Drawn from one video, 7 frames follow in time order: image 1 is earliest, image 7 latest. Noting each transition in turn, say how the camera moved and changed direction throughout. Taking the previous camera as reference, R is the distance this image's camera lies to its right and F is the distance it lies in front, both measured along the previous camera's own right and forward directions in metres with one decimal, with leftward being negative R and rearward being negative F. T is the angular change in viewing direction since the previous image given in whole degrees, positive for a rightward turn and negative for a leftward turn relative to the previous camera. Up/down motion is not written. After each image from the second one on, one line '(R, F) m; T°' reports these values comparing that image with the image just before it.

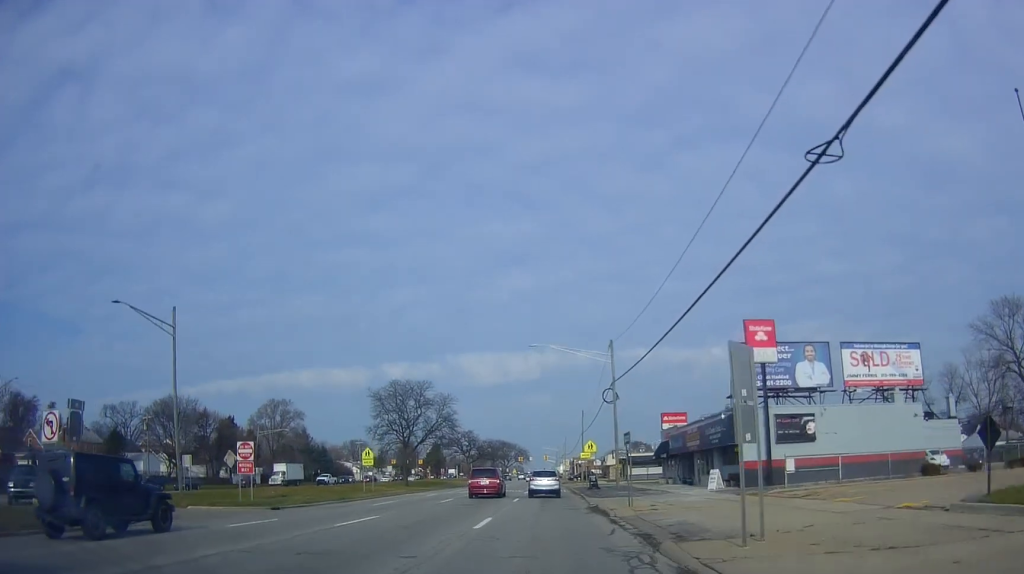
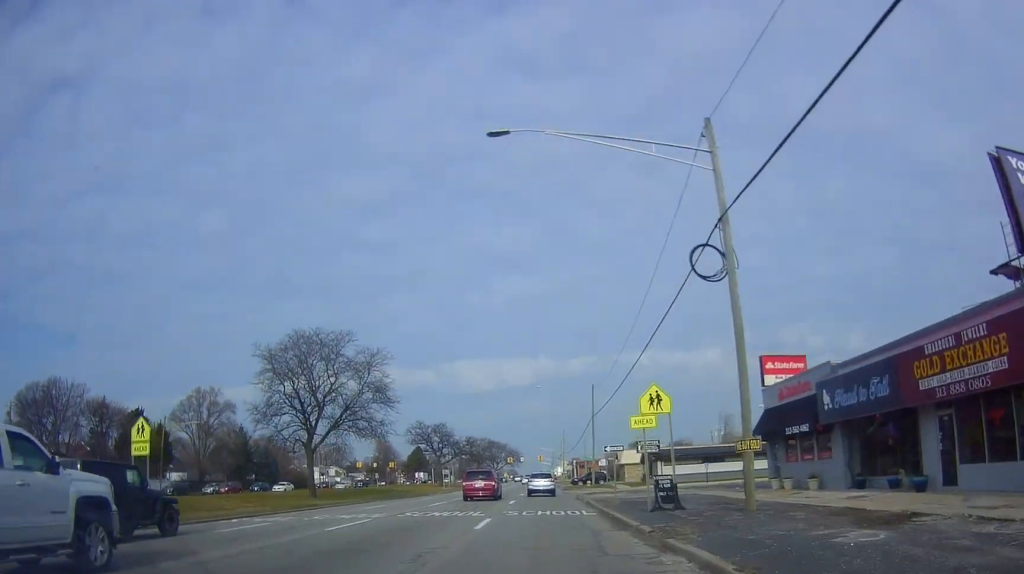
(0.0, +30.5) m; +1°
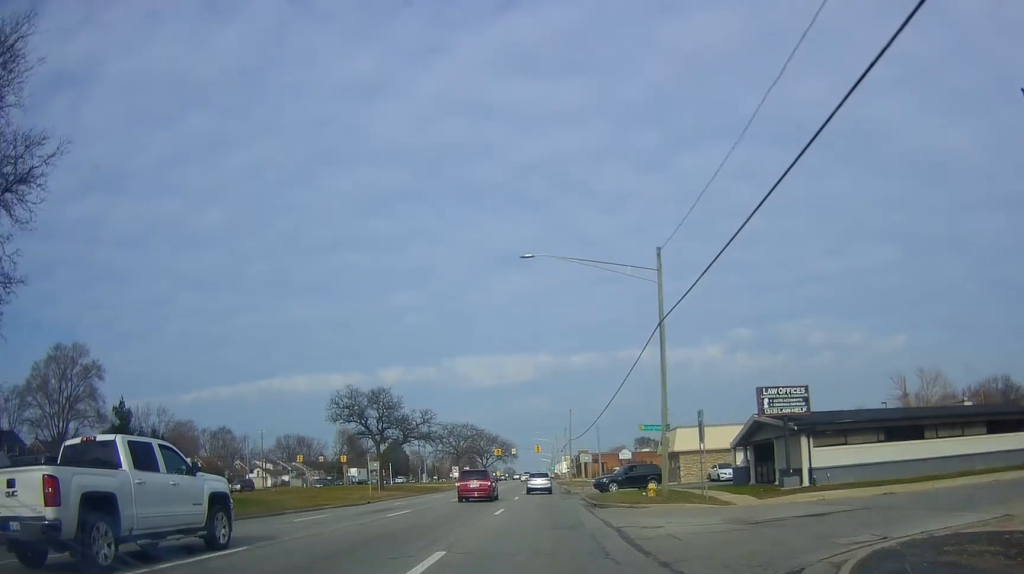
(+0.2, +39.1) m; -1°
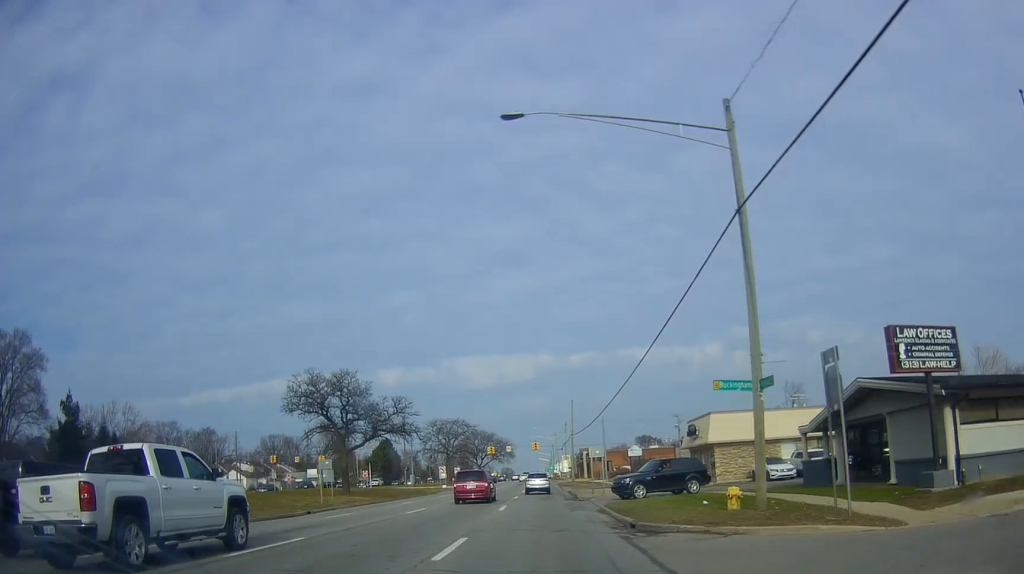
(-0.4, +12.1) m; 0°
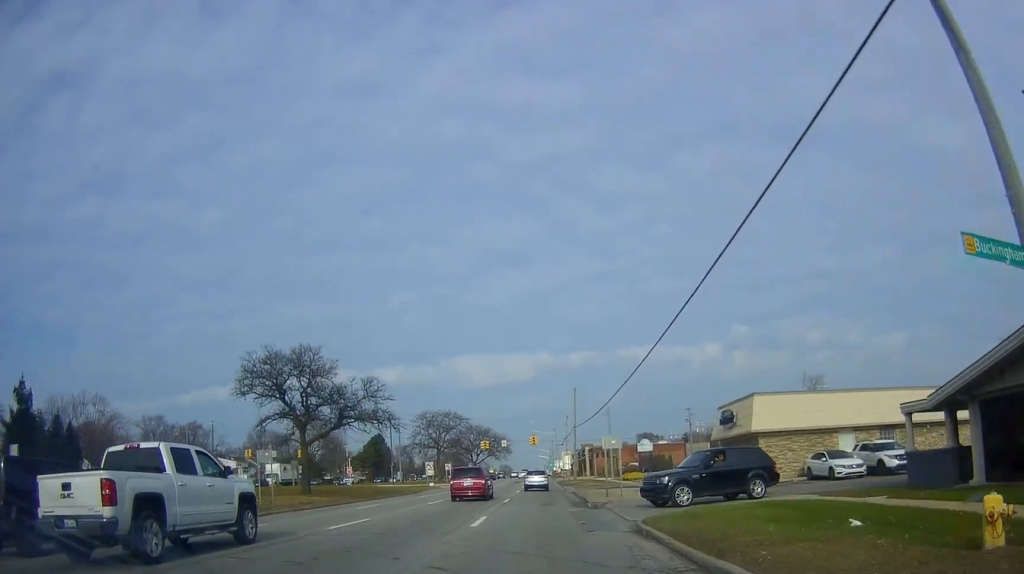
(-0.3, +9.6) m; 0°
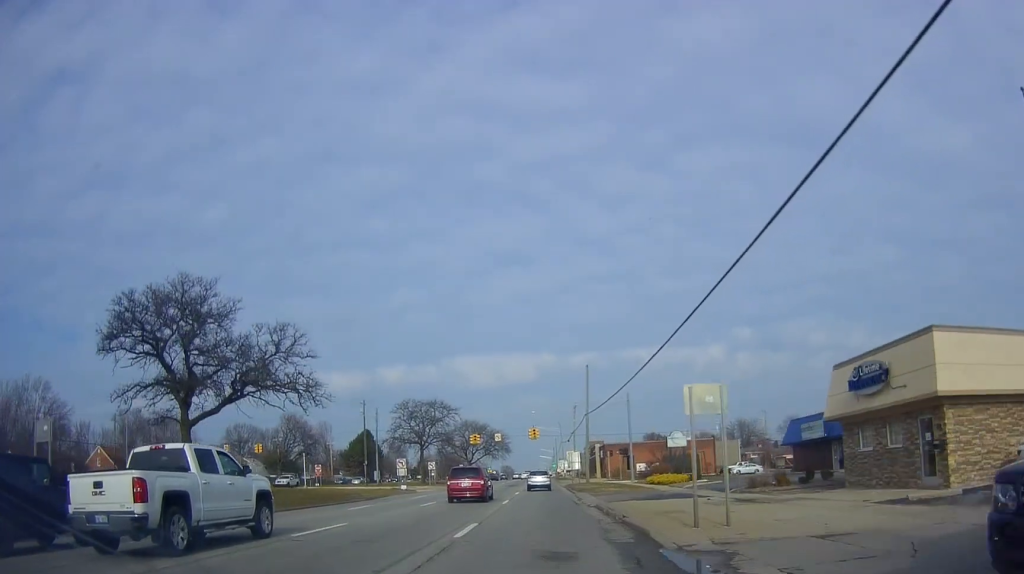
(+0.7, +17.4) m; 0°
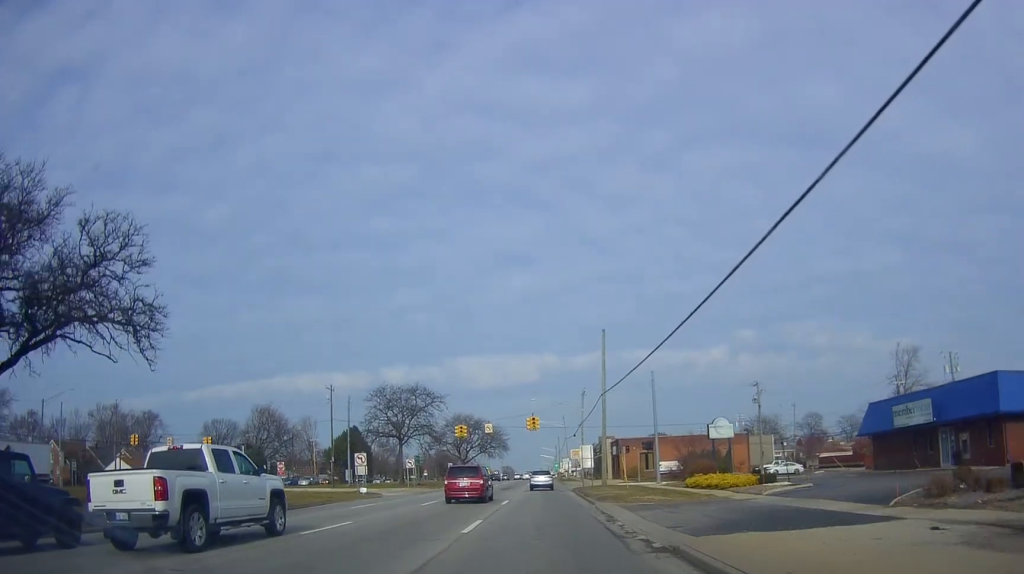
(-0.5, +15.0) m; 0°
